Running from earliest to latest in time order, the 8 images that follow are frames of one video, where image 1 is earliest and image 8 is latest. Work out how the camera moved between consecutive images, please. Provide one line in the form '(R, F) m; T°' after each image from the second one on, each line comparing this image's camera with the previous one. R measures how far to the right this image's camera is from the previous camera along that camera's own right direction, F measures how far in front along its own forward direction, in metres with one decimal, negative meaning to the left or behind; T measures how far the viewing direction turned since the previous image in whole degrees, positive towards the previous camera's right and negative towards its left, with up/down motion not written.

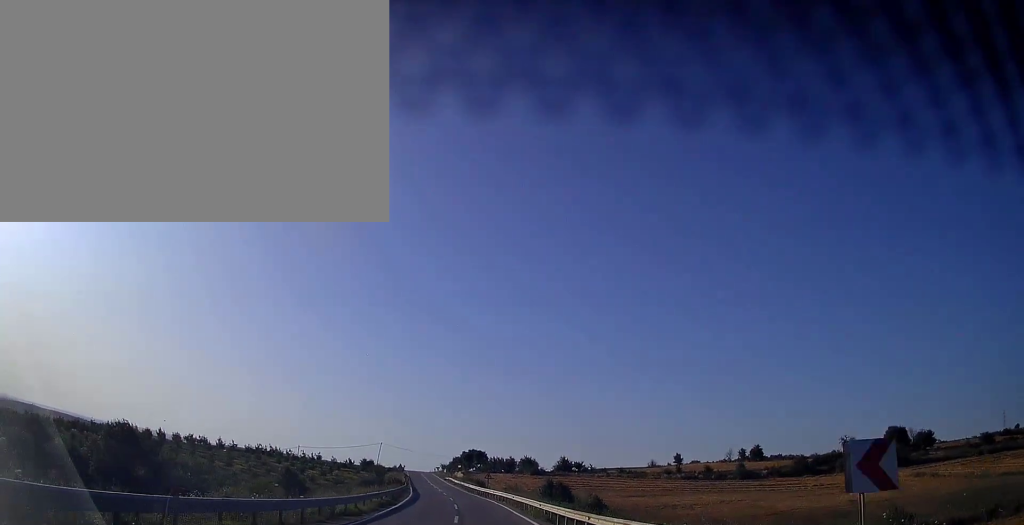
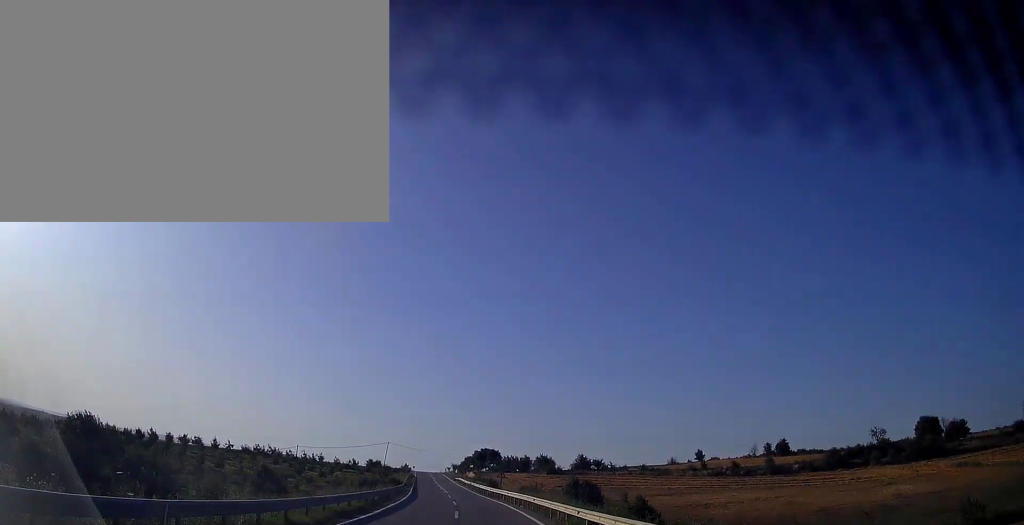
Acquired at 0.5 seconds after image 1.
(-0.1, +11.1) m; -1°
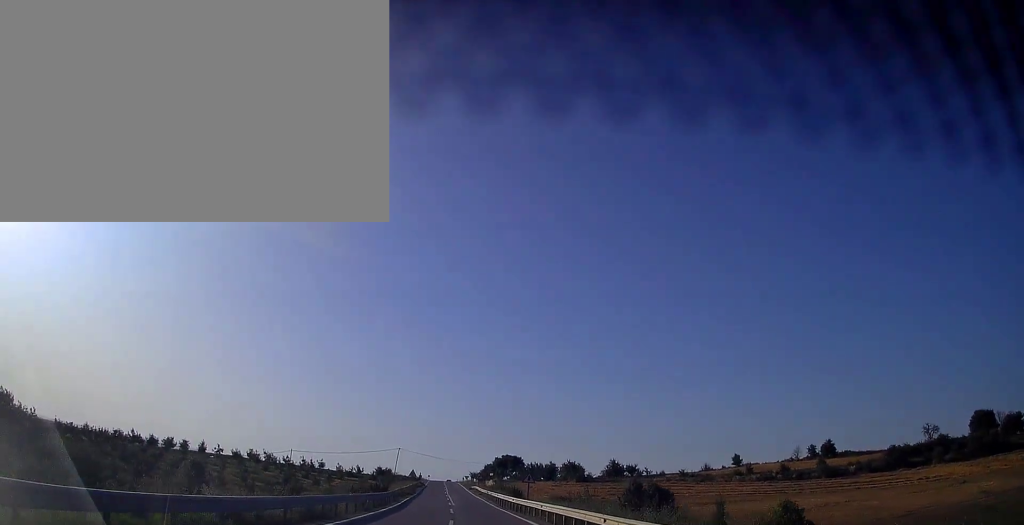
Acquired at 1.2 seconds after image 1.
(-0.3, +16.8) m; -2°
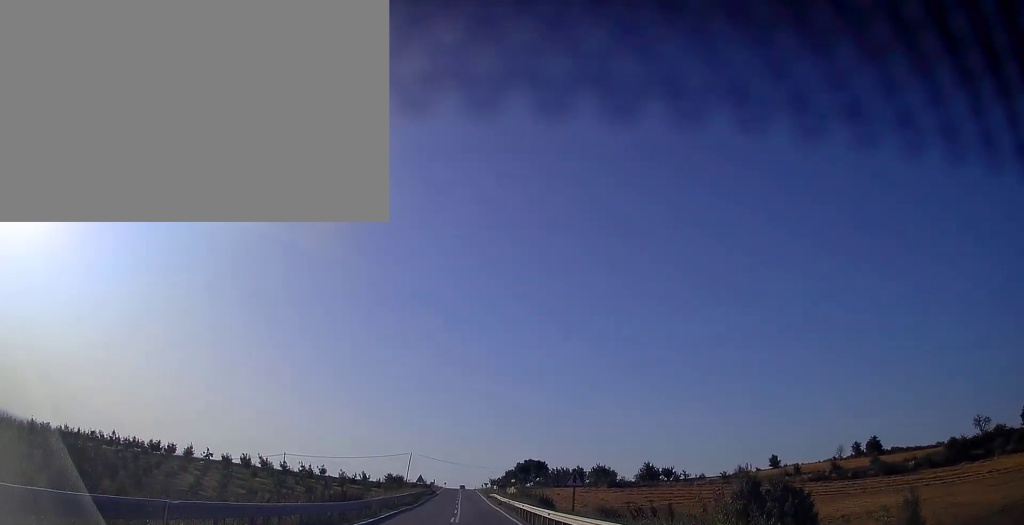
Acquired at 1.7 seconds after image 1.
(-0.1, +13.7) m; -1°
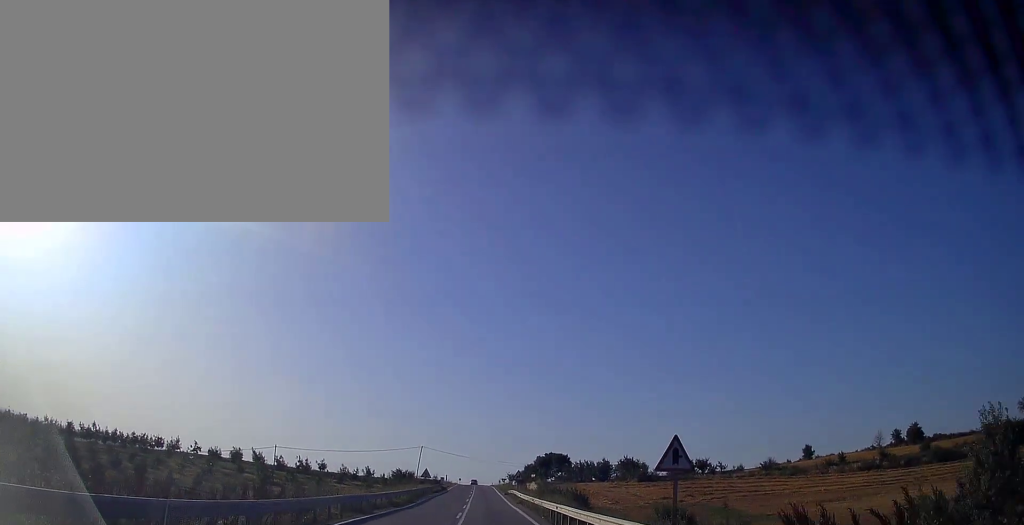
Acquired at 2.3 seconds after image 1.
(-0.2, +13.0) m; -1°
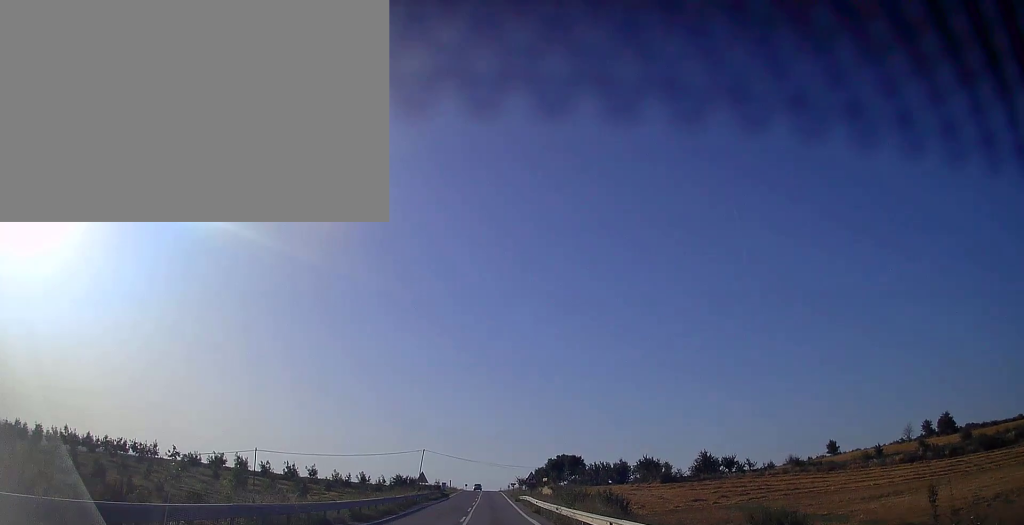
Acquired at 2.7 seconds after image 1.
(0.0, +10.6) m; -1°
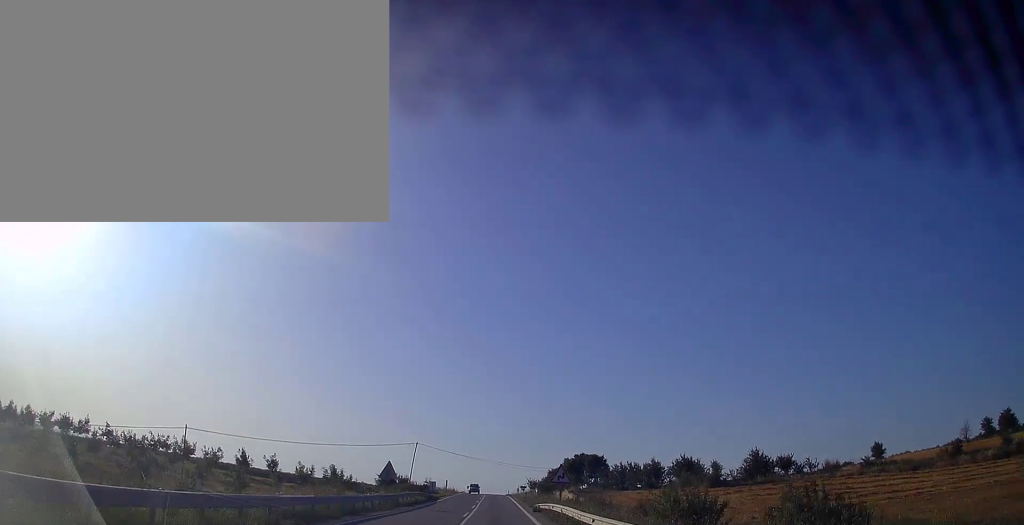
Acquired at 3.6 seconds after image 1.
(-0.5, +21.1) m; -2°
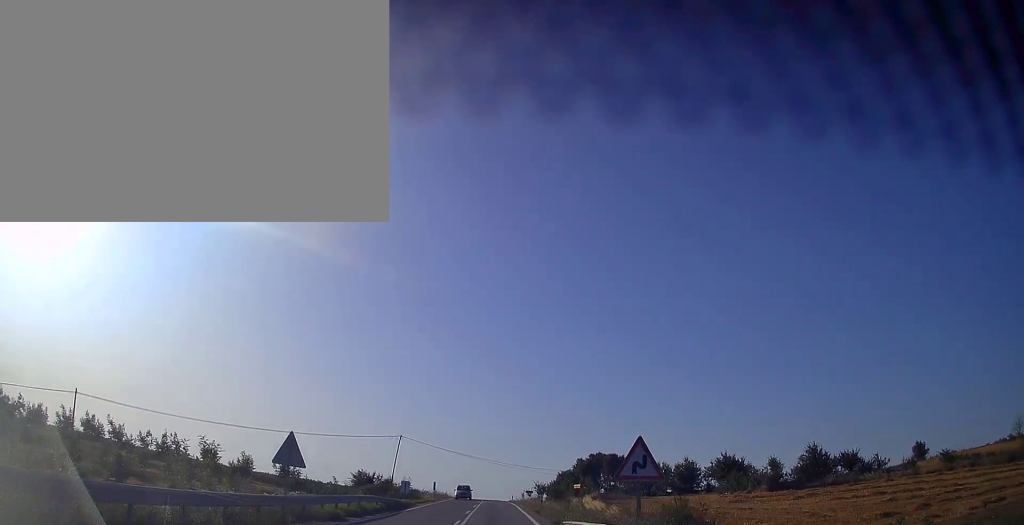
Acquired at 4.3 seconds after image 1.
(-0.2, +18.7) m; -1°
